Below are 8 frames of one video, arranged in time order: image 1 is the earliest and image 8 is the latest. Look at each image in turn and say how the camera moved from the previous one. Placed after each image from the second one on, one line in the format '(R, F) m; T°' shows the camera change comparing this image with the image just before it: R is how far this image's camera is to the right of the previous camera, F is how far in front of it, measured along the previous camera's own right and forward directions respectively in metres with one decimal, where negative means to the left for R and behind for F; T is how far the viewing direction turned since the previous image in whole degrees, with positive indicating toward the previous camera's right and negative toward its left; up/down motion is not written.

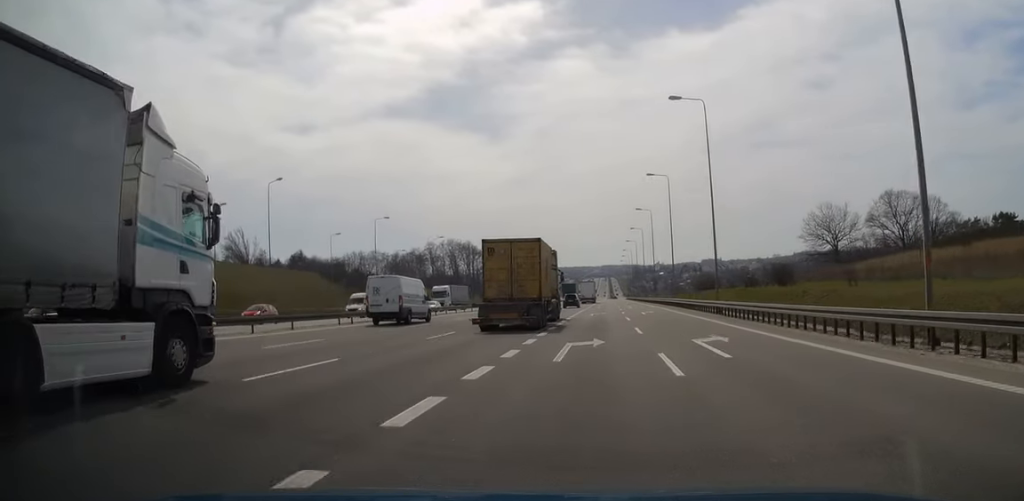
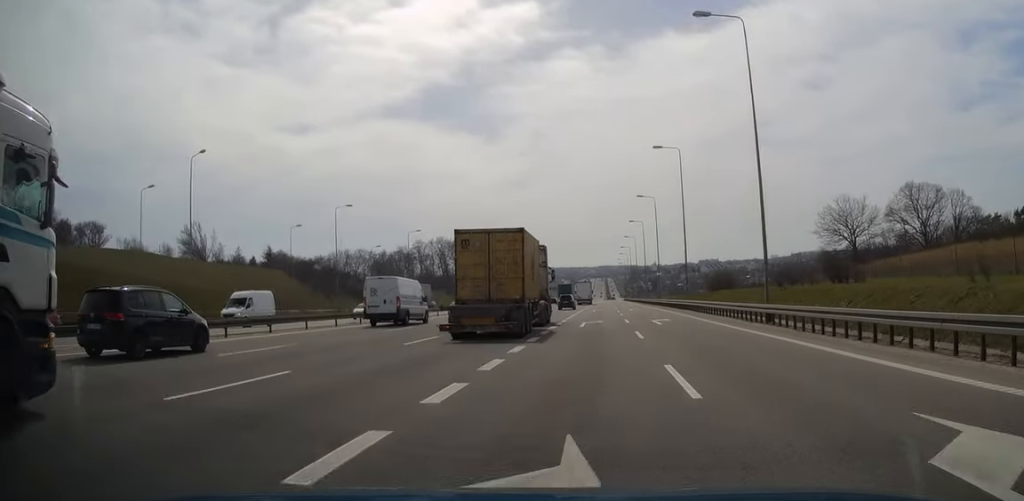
(0.0, +14.1) m; 0°
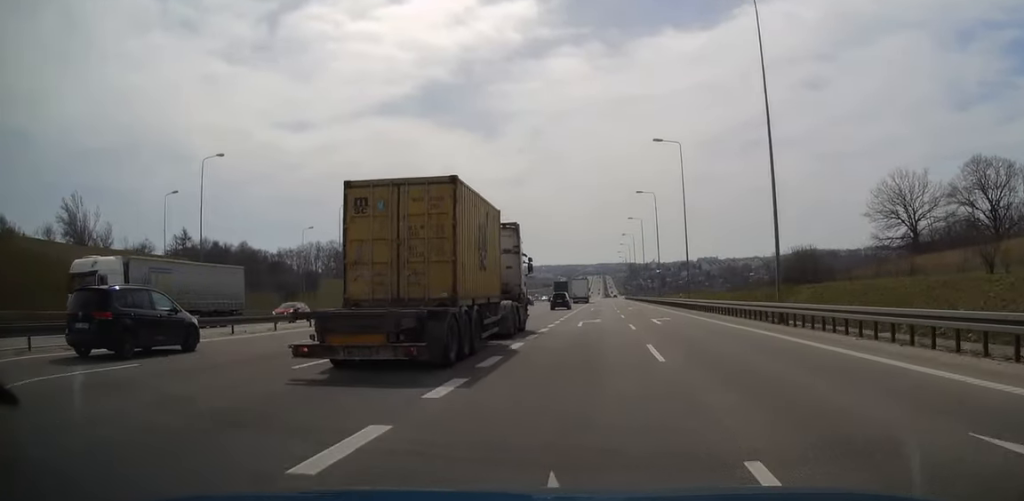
(+0.1, +31.2) m; 0°
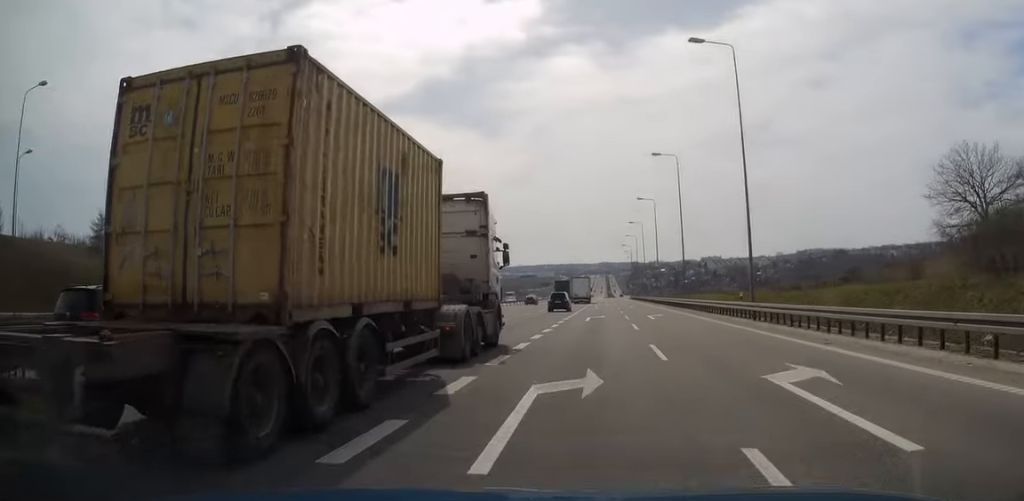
(0.0, +23.2) m; 0°
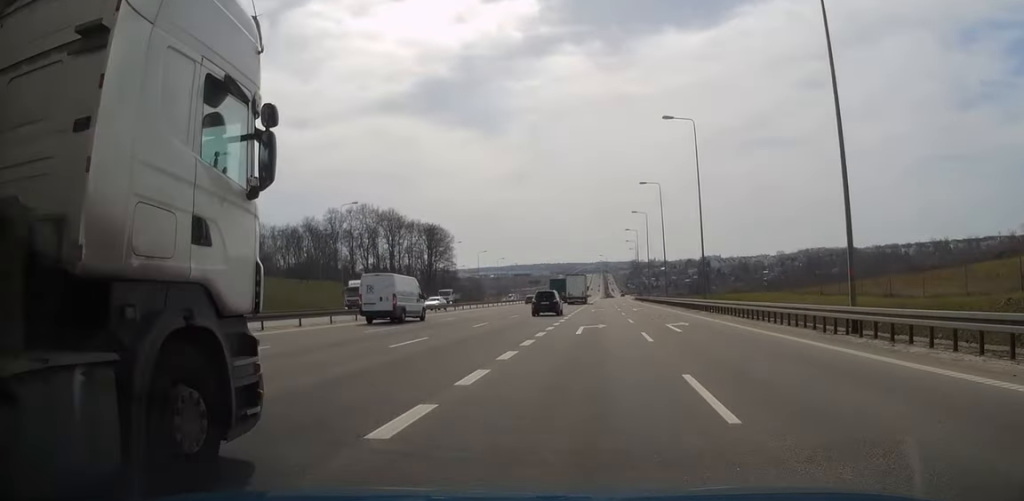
(0.0, +42.3) m; 0°
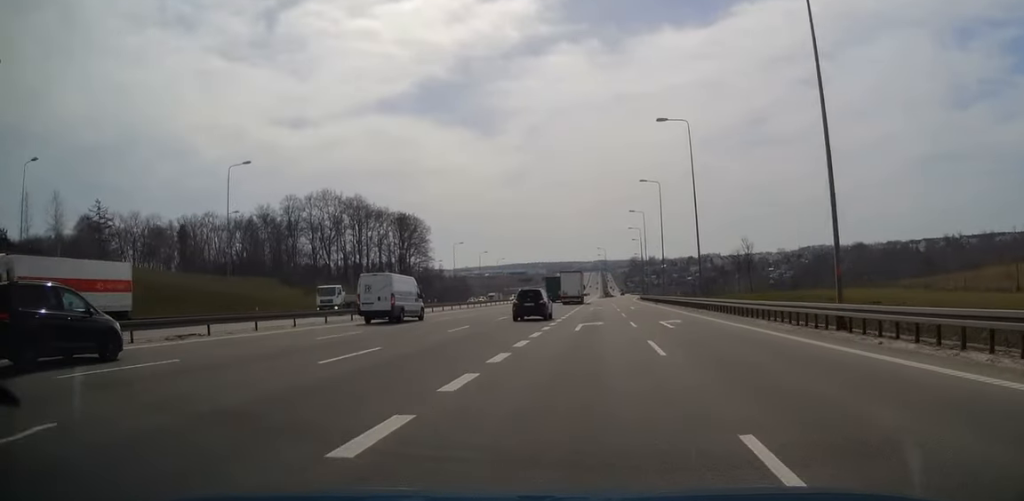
(0.0, +28.4) m; 0°
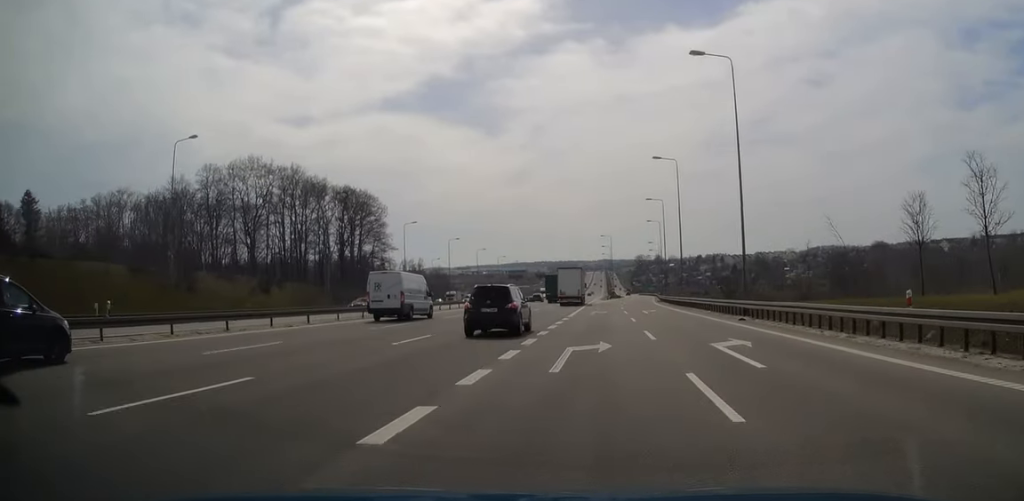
(0.0, +42.7) m; 0°
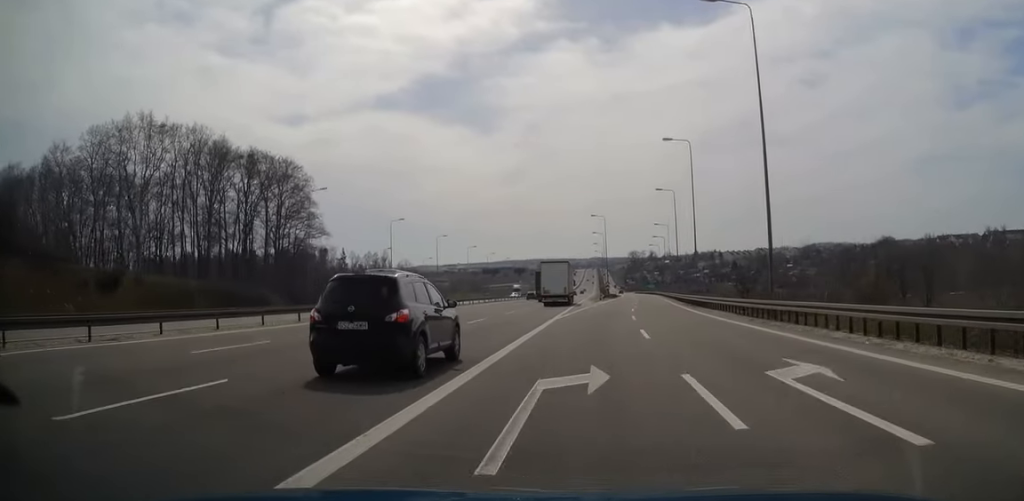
(+0.1, +35.9) m; +1°
